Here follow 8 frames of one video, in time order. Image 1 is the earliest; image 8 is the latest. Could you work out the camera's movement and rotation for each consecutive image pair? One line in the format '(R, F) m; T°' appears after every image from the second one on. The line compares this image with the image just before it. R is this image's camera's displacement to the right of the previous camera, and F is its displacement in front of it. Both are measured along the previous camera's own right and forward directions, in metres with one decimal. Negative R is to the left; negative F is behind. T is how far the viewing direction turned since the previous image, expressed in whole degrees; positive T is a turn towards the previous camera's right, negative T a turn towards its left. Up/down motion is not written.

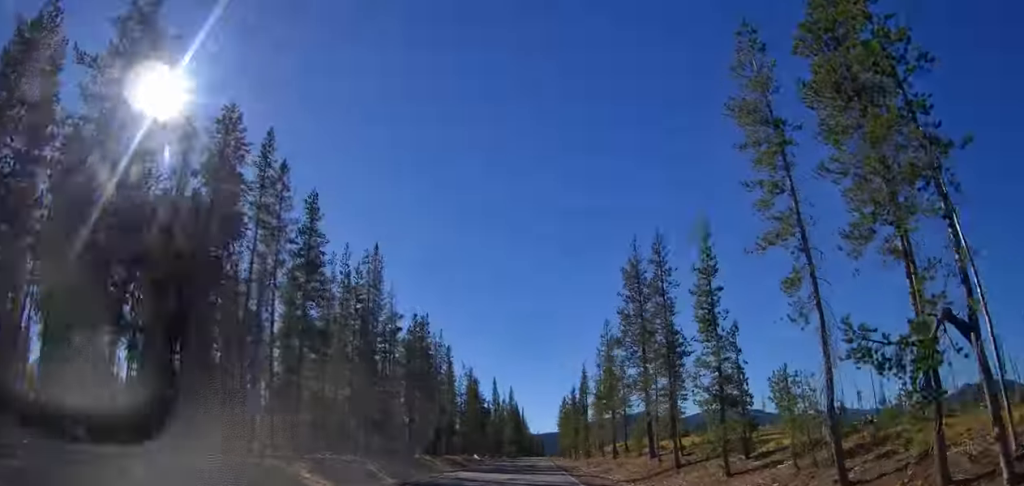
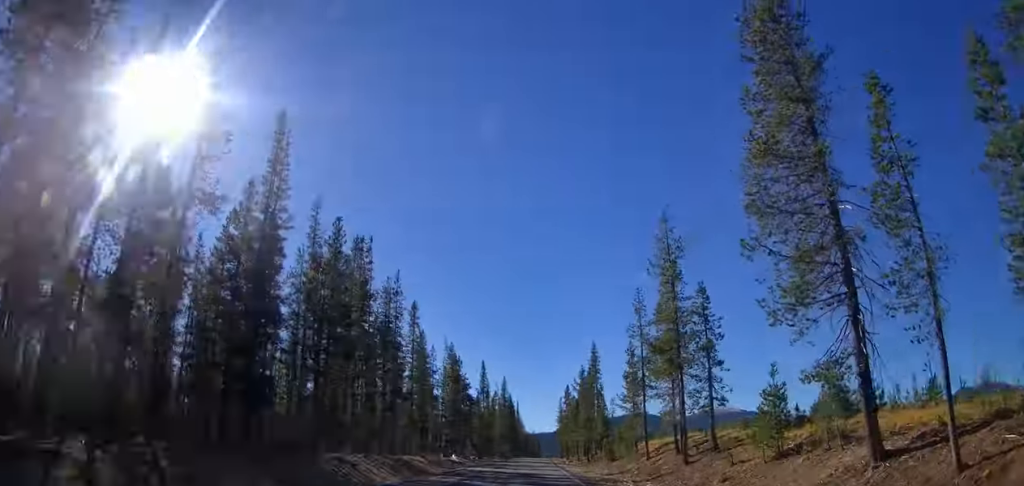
(-0.3, +23.1) m; -1°
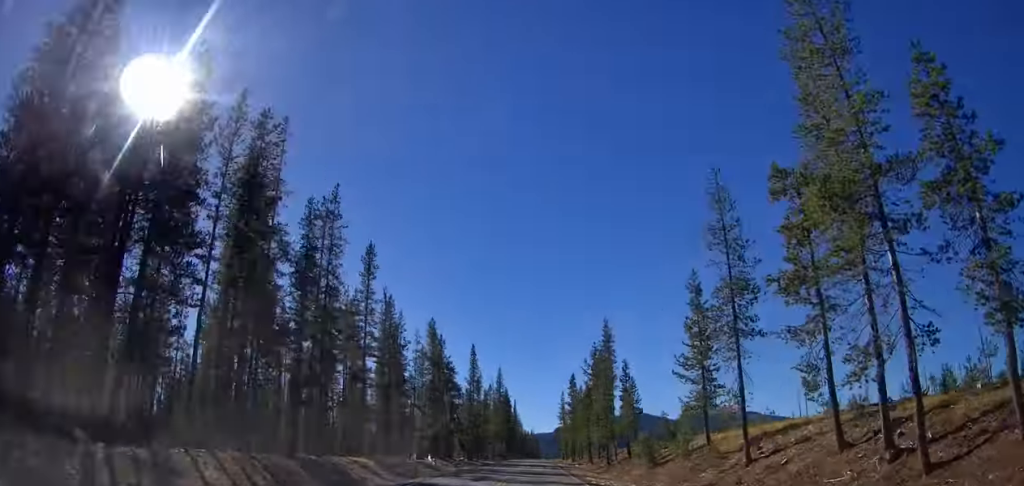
(0.0, +16.8) m; +1°
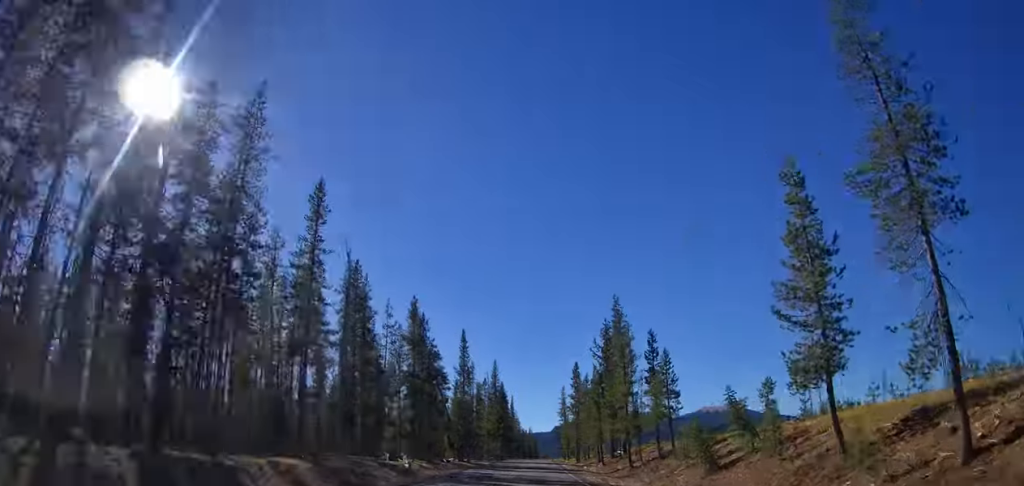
(+0.2, +10.8) m; +1°
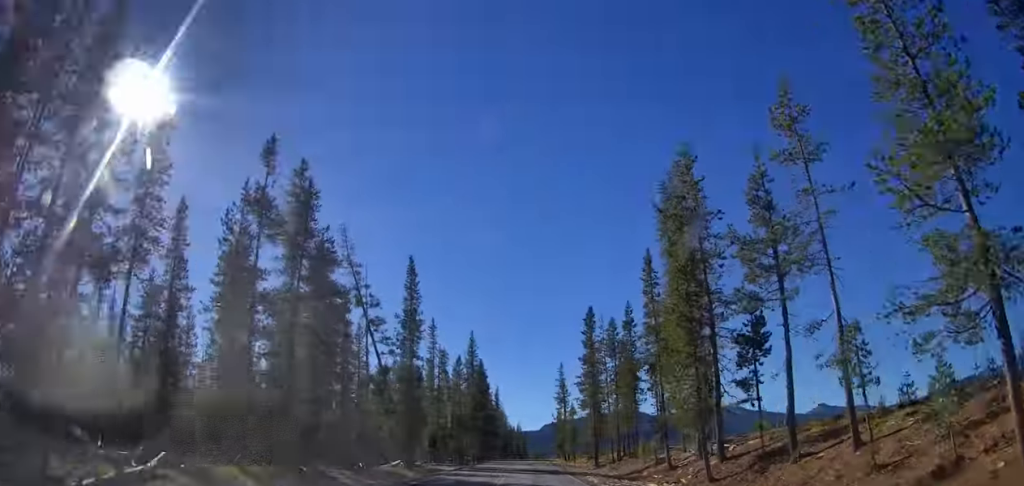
(0.0, +31.4) m; 0°
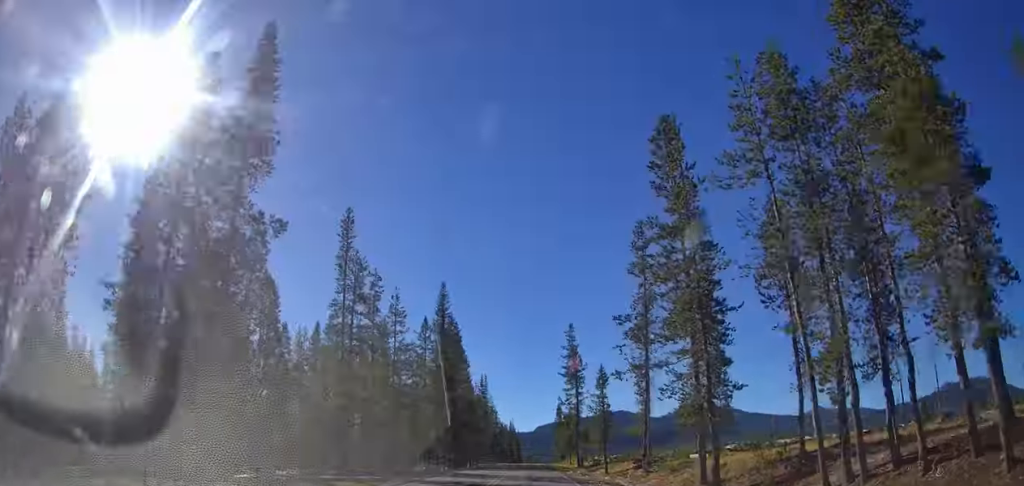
(-0.6, +32.2) m; +1°
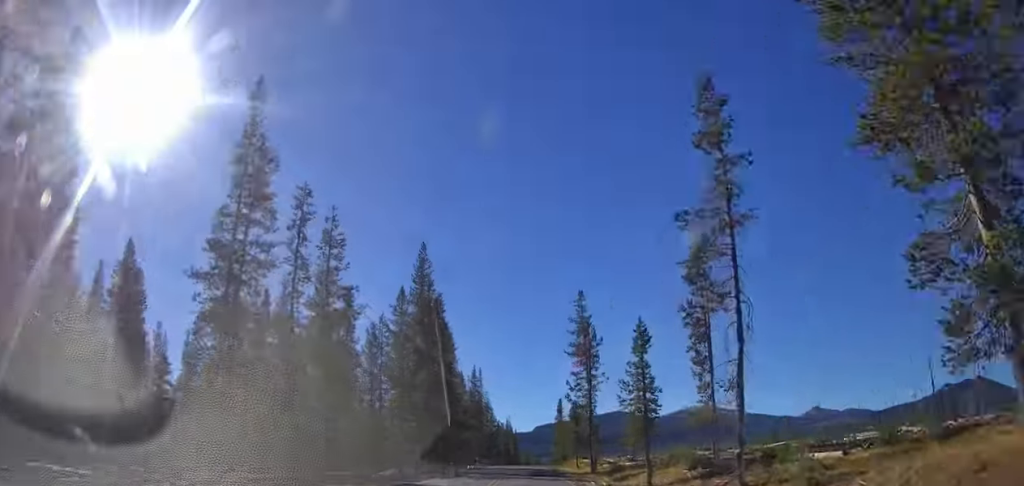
(+0.8, +14.2) m; +1°
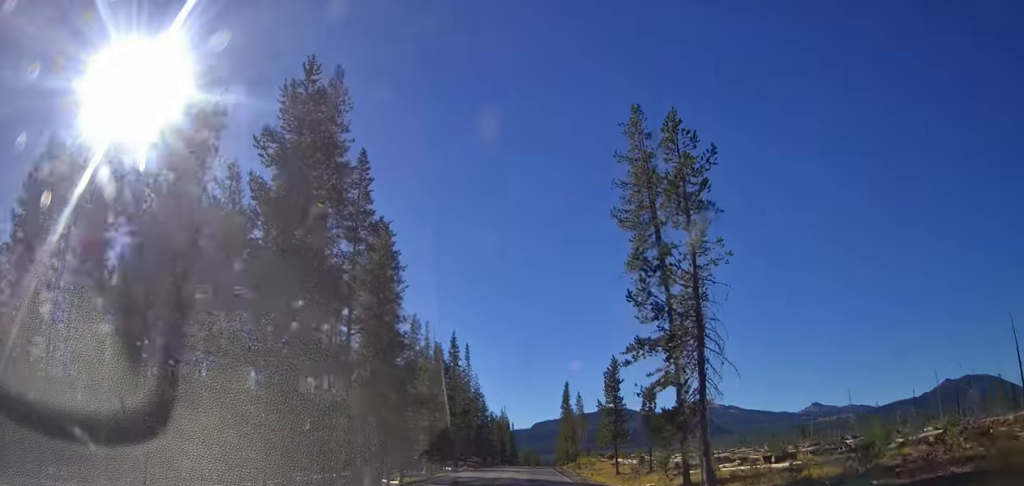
(-0.3, +30.6) m; -1°
